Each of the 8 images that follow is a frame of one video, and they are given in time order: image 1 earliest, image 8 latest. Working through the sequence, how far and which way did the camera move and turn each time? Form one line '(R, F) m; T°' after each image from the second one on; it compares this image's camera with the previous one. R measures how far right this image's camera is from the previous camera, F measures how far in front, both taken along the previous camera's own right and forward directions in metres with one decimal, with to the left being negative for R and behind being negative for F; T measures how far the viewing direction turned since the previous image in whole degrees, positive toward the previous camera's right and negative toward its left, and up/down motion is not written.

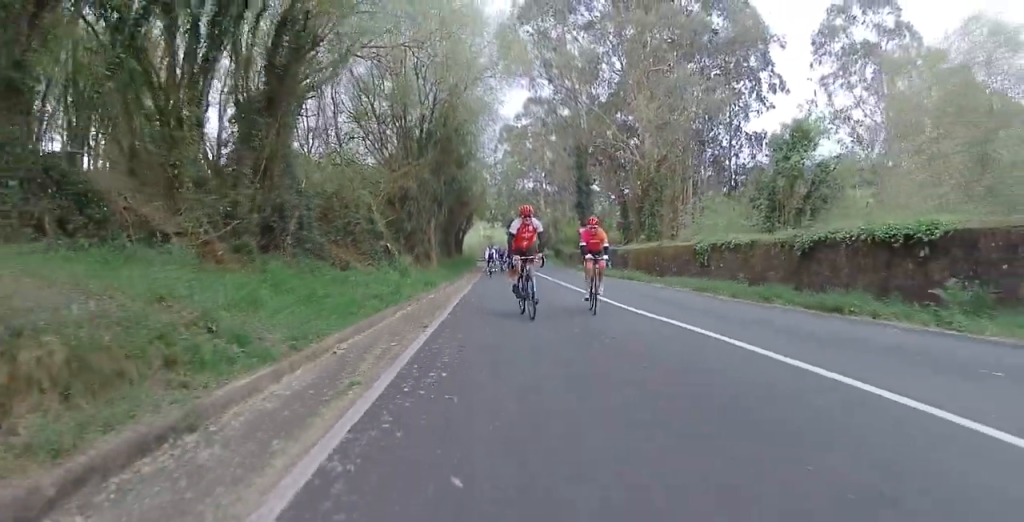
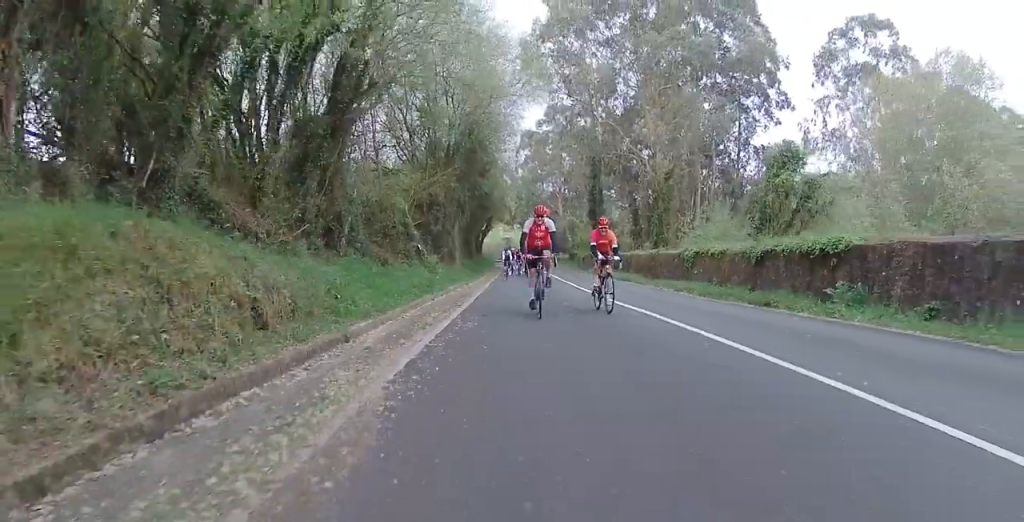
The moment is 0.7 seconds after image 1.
(0.0, +3.7) m; +1°
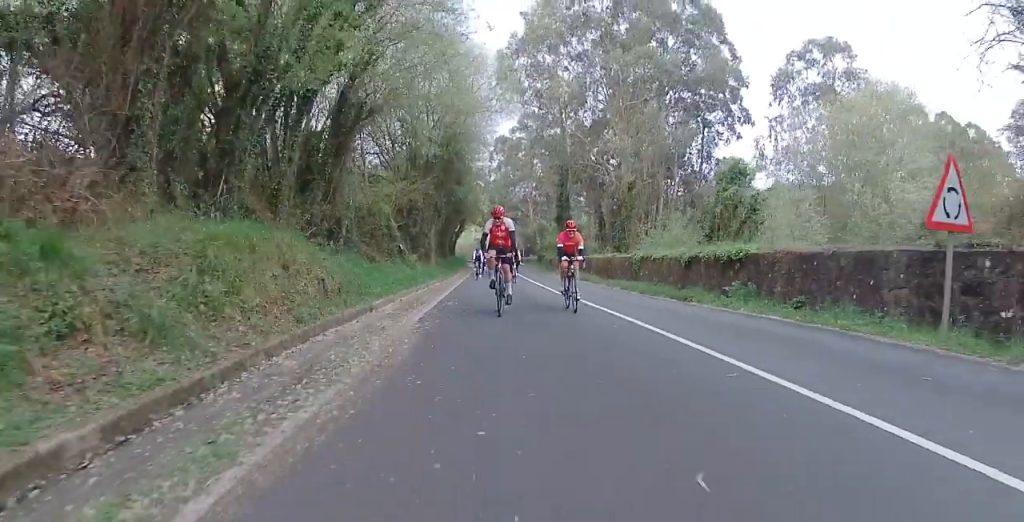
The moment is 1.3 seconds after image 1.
(+0.1, +3.6) m; +1°
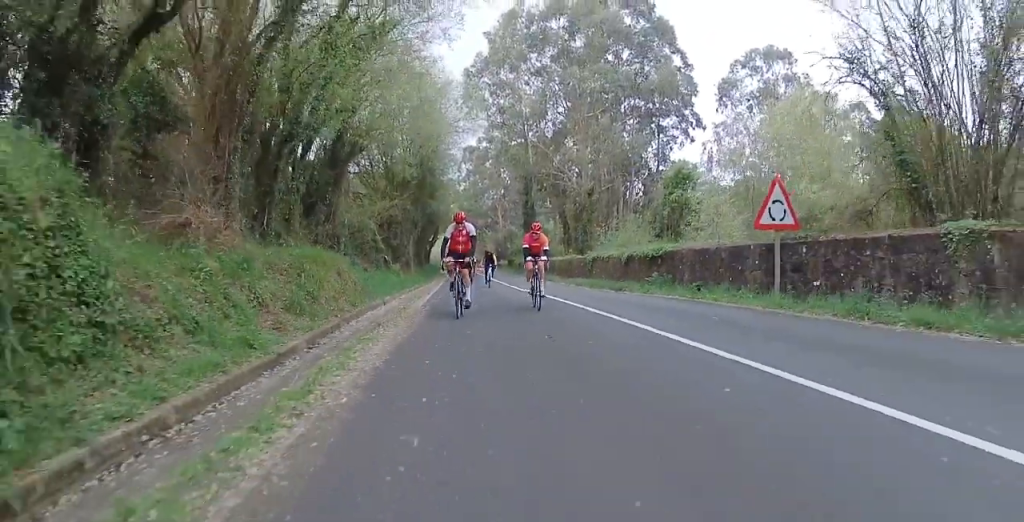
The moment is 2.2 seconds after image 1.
(0.0, +4.5) m; 0°
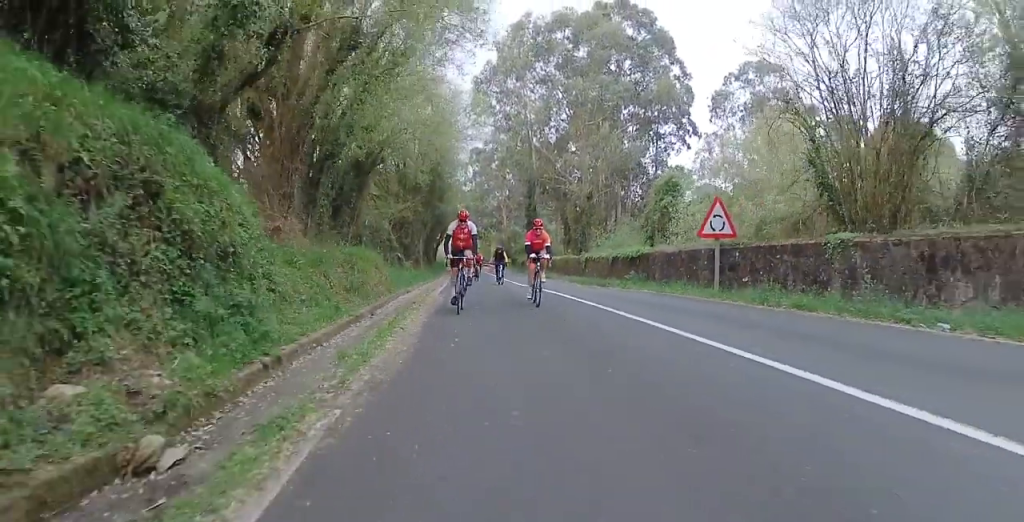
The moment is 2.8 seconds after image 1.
(0.0, +3.6) m; -1°
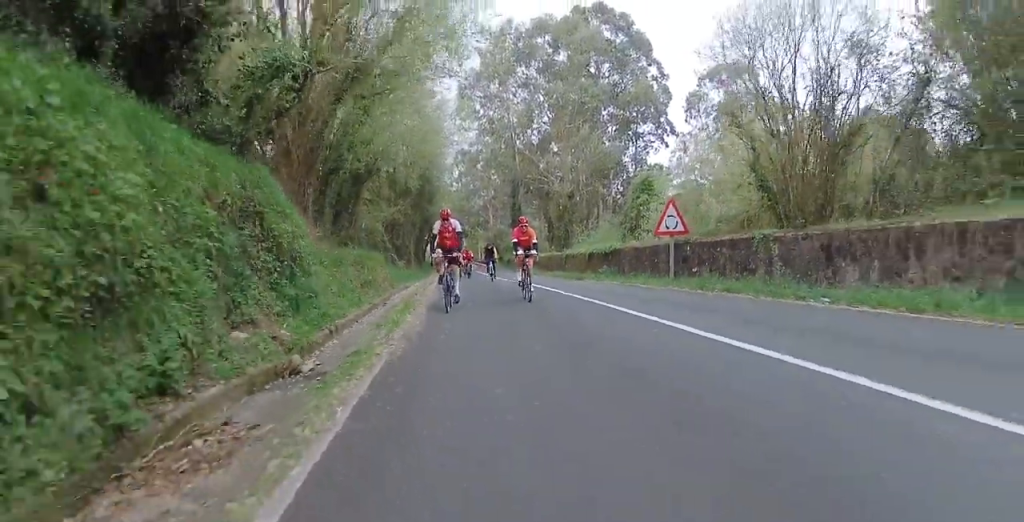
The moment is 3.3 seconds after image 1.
(+0.1, +2.7) m; -1°
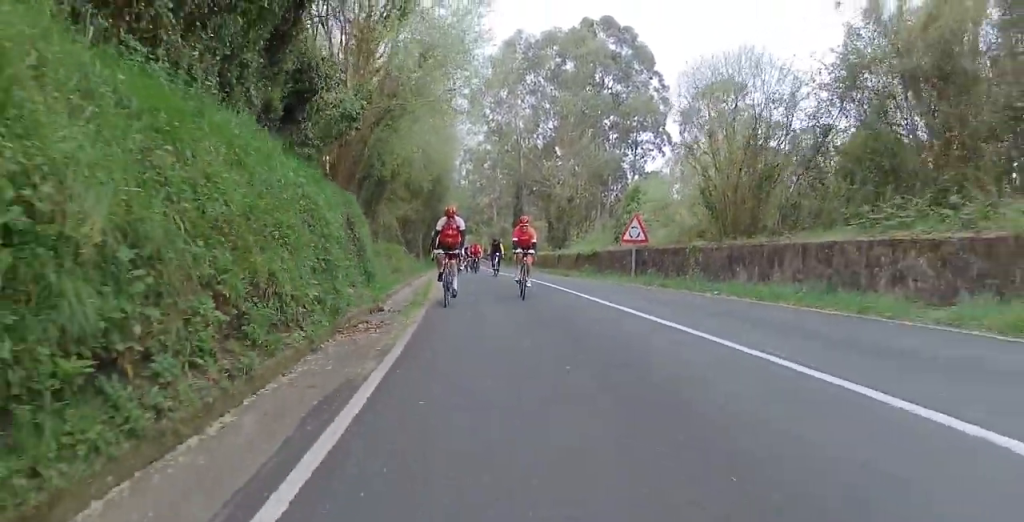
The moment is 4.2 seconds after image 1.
(-0.2, +4.9) m; -1°
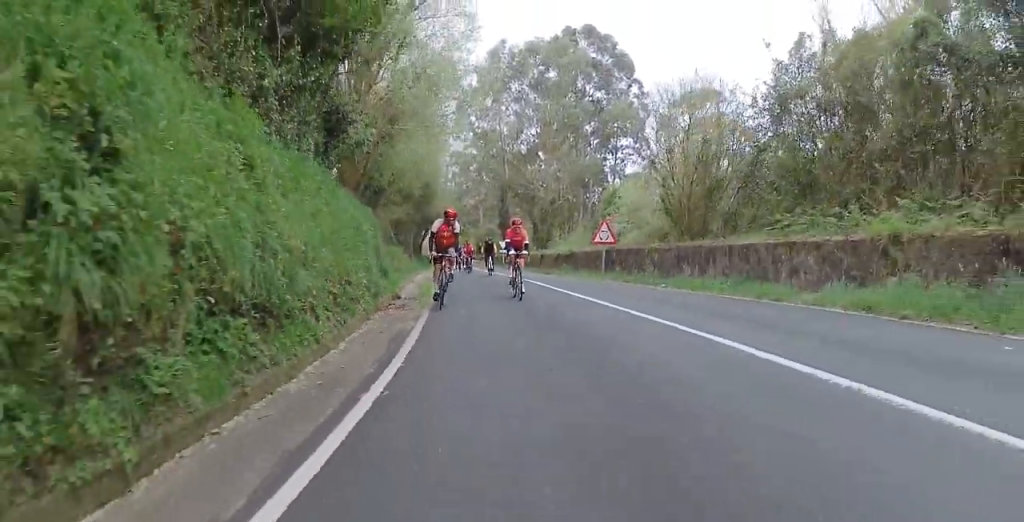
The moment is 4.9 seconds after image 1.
(0.0, +3.4) m; 0°
